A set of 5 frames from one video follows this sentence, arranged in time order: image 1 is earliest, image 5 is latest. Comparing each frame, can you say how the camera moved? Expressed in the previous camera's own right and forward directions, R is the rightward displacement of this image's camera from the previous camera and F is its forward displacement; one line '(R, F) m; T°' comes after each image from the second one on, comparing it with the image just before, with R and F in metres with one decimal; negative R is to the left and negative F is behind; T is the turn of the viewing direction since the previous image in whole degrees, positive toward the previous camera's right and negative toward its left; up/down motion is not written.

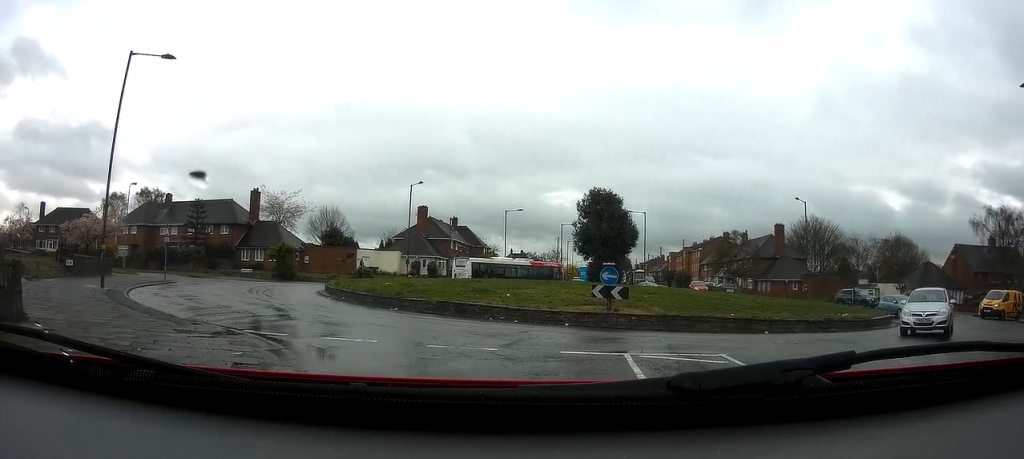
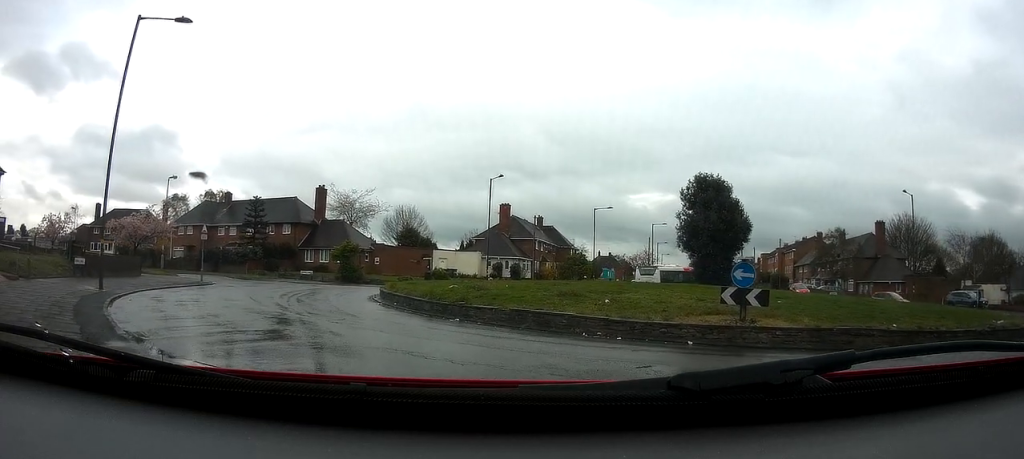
(-1.1, +5.5) m; -21°
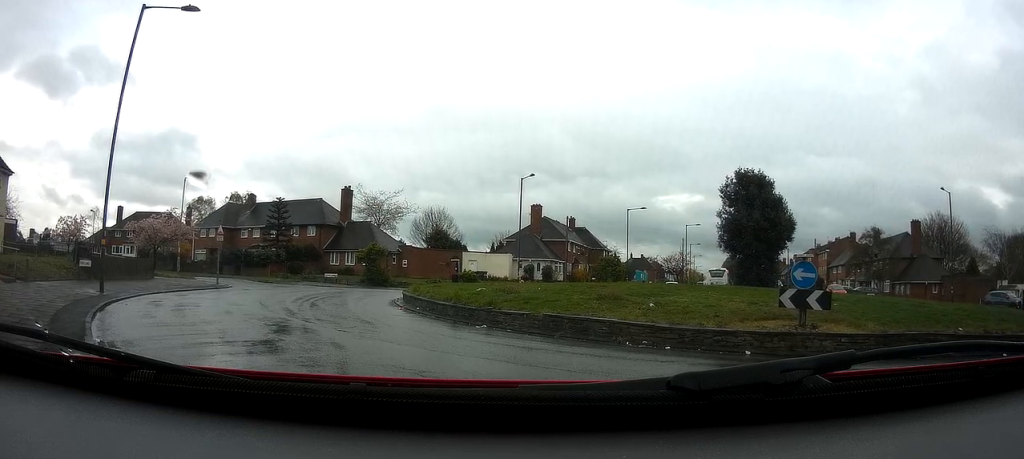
(-0.2, +1.3) m; 0°
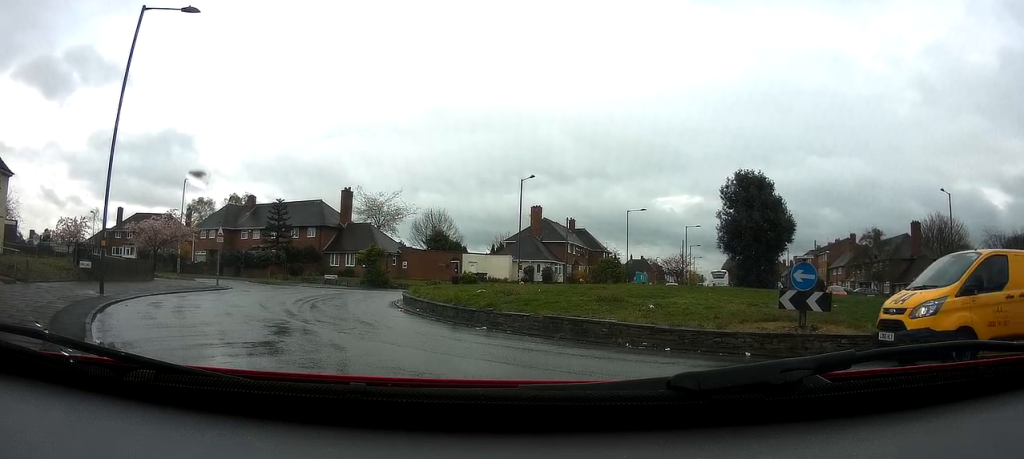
(0.0, 0.0) m; 0°
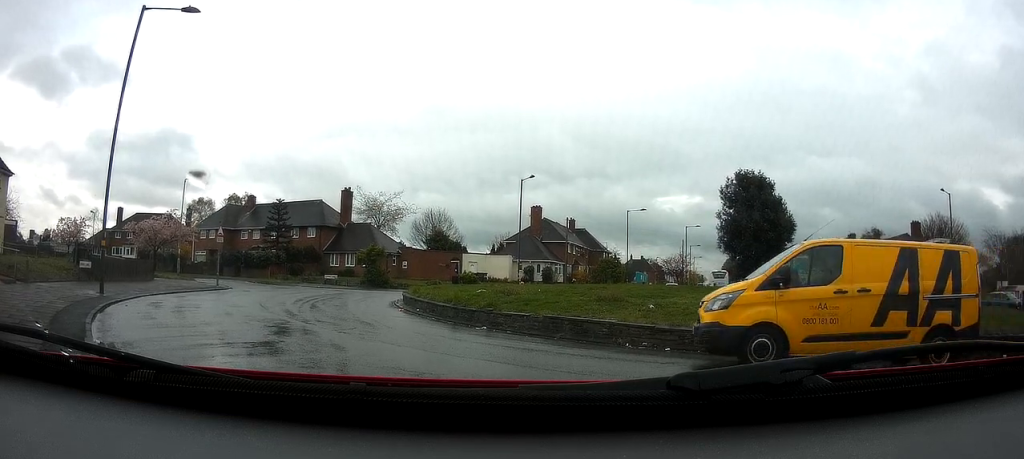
(0.0, 0.0) m; 0°
